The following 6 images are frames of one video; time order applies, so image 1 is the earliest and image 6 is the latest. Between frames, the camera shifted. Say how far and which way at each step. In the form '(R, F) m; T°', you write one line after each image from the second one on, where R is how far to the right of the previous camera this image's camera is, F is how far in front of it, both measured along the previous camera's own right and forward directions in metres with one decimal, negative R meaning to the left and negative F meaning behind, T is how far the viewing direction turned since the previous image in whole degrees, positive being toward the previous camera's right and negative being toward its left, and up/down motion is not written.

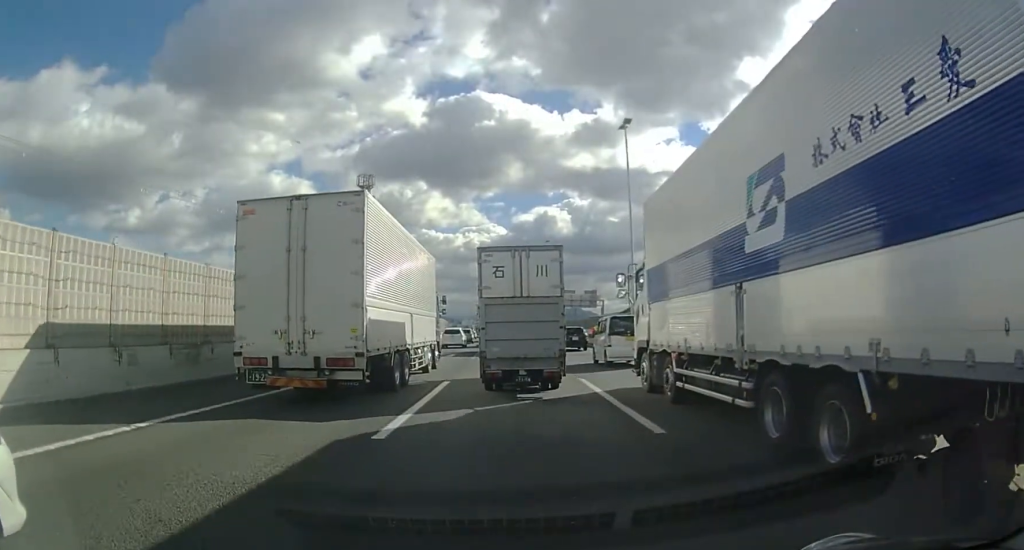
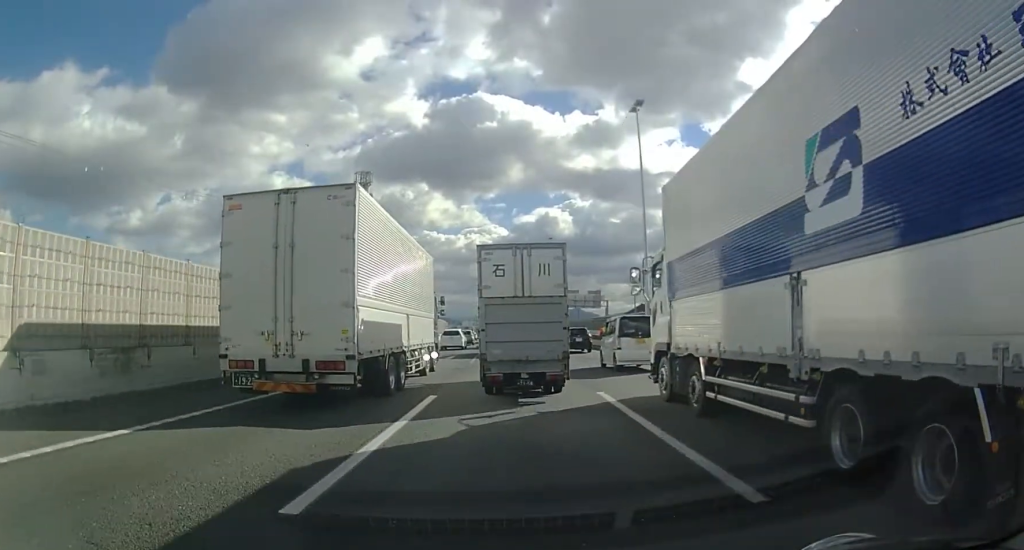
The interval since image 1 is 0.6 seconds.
(0.0, +3.1) m; 0°
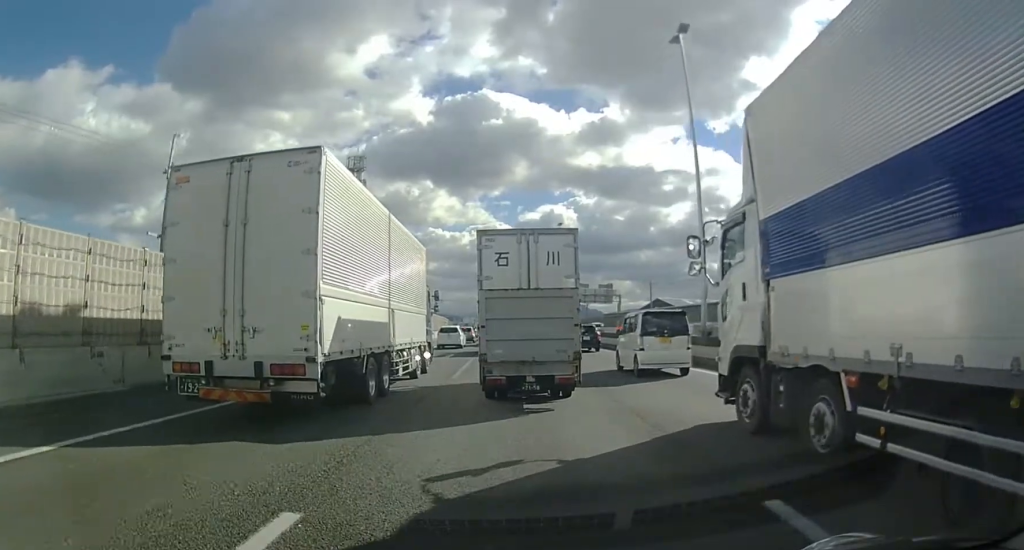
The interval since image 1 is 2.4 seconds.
(+0.1, +8.4) m; +2°
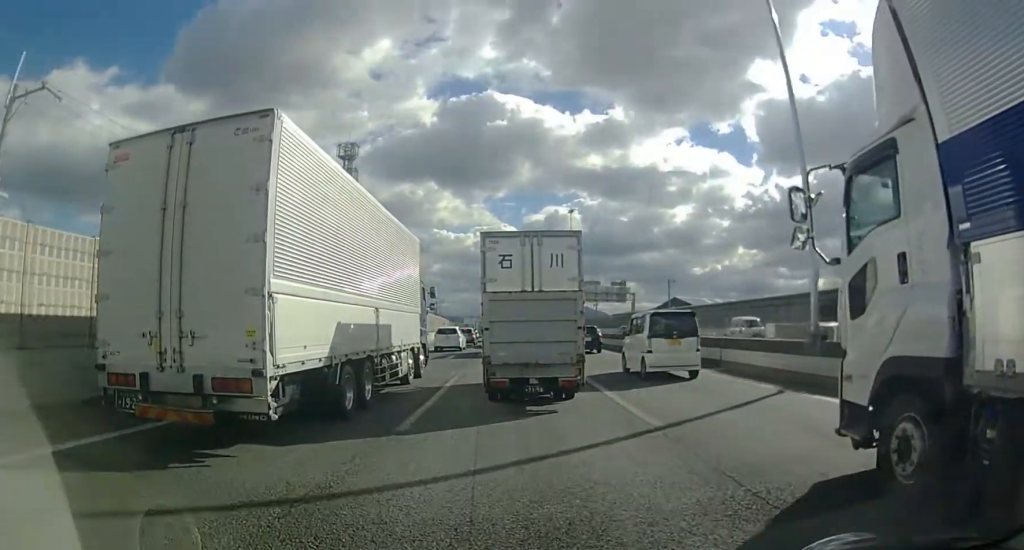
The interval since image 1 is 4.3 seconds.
(+0.2, +8.5) m; +1°
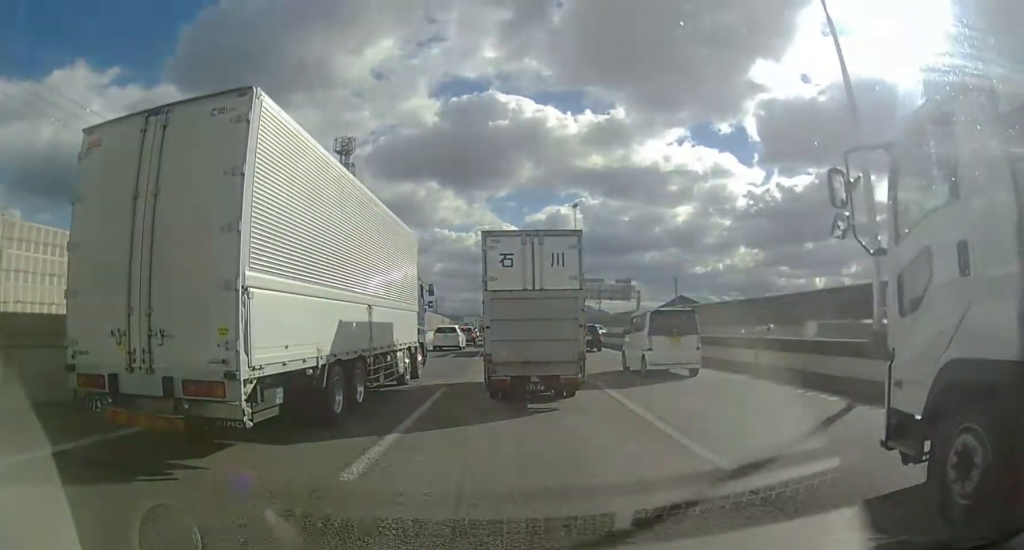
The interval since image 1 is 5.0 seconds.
(-0.1, +2.7) m; 0°
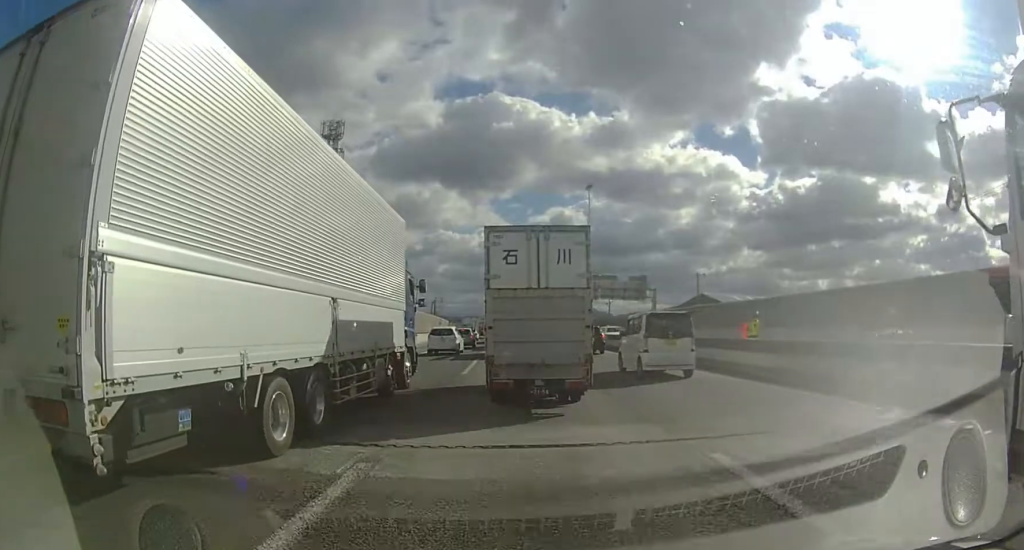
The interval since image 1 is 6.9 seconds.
(+0.2, +7.5) m; +1°
